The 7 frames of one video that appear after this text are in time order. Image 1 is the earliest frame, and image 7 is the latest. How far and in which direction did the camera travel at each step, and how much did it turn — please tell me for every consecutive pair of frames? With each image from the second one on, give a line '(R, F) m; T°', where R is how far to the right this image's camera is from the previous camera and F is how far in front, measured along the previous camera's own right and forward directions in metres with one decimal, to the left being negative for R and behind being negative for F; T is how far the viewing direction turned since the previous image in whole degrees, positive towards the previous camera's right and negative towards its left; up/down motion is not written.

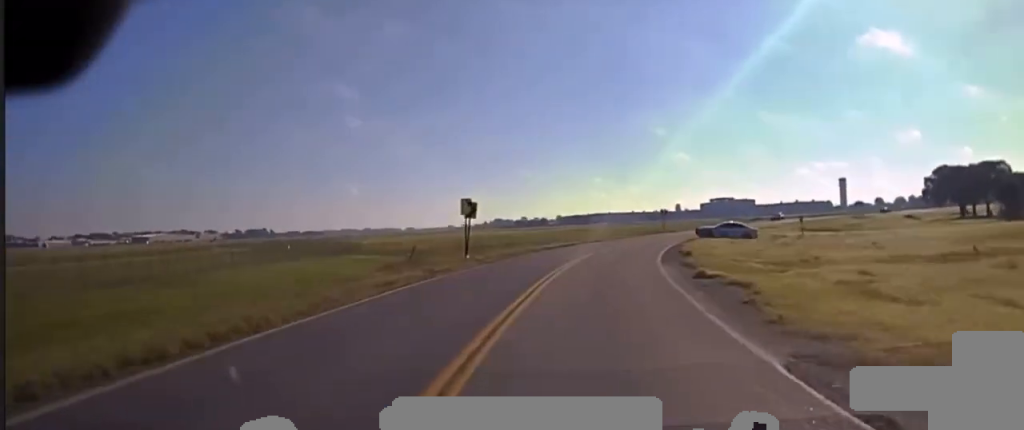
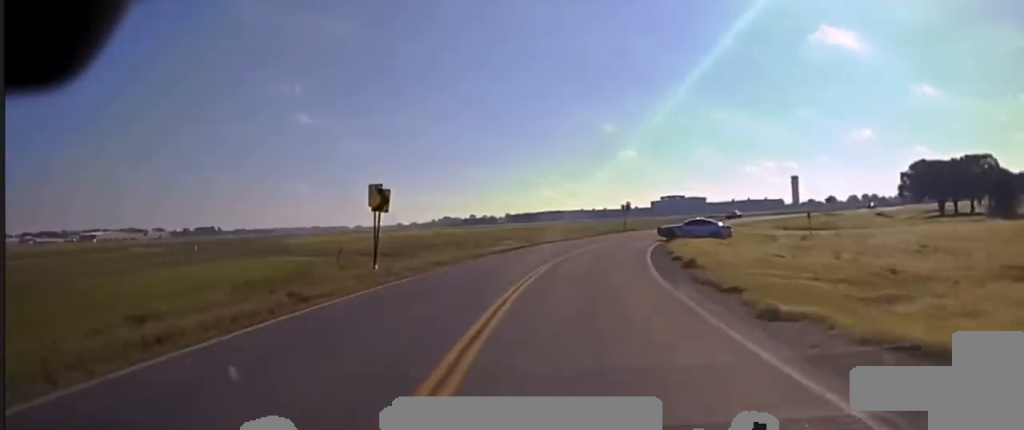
(+0.1, +13.7) m; +1°
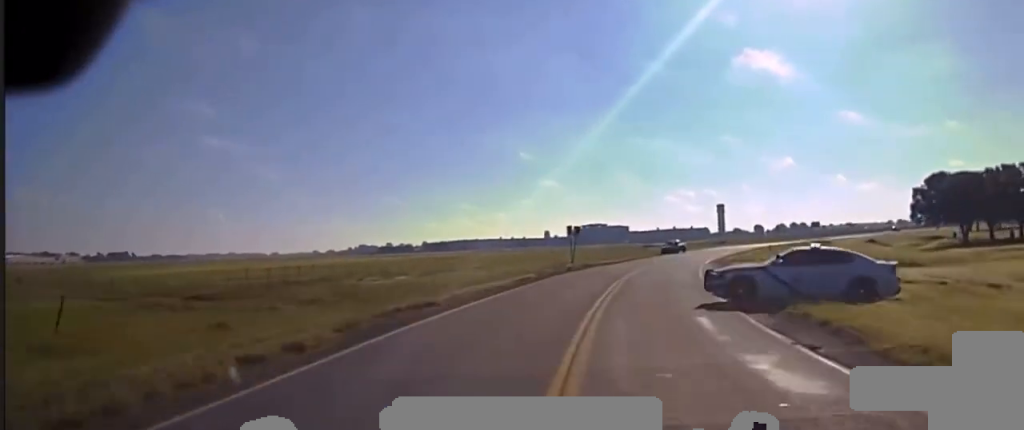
(+2.4, +42.1) m; +7°
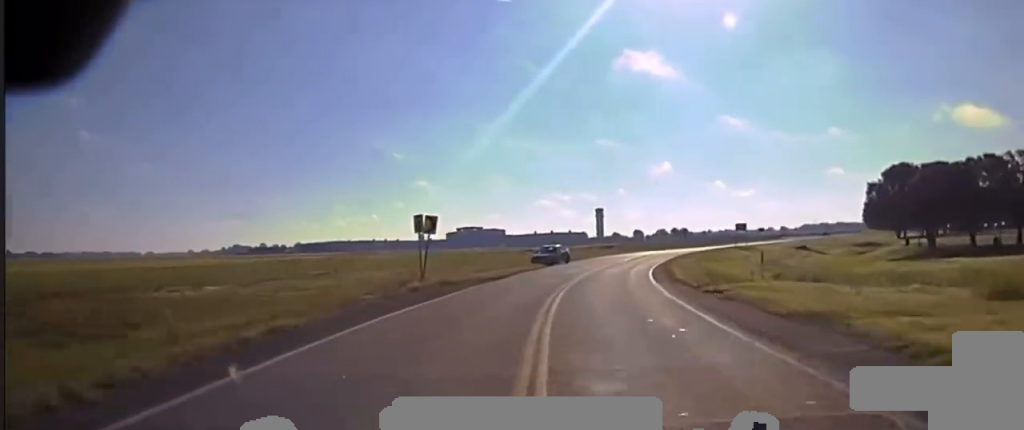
(+1.3, +28.0) m; +7°
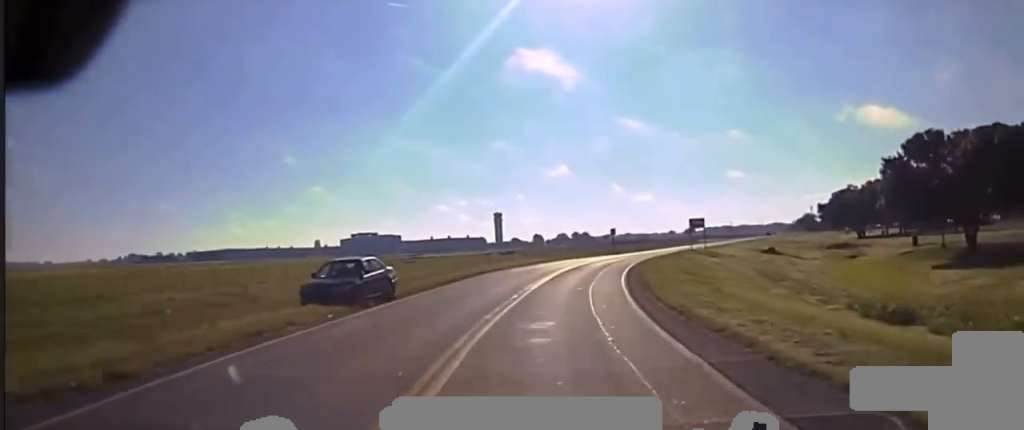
(+3.1, +31.0) m; +9°
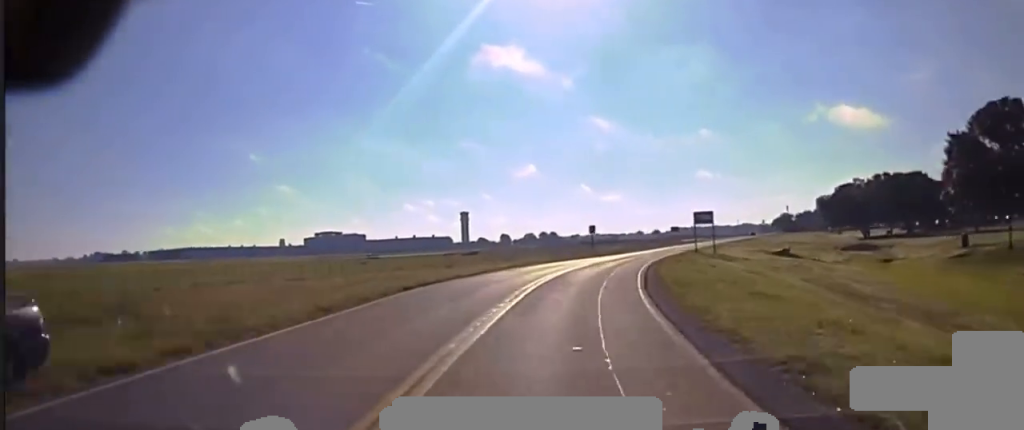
(+0.6, +15.9) m; +3°
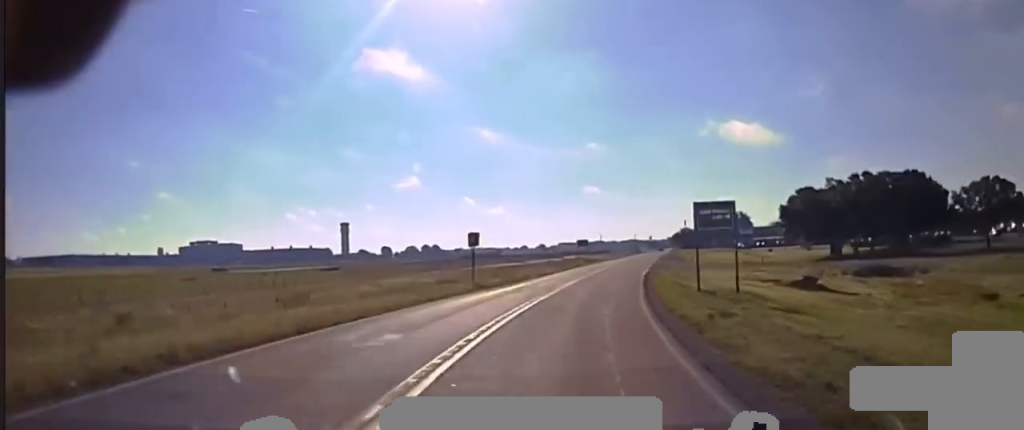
(+0.9, +30.8) m; +4°
